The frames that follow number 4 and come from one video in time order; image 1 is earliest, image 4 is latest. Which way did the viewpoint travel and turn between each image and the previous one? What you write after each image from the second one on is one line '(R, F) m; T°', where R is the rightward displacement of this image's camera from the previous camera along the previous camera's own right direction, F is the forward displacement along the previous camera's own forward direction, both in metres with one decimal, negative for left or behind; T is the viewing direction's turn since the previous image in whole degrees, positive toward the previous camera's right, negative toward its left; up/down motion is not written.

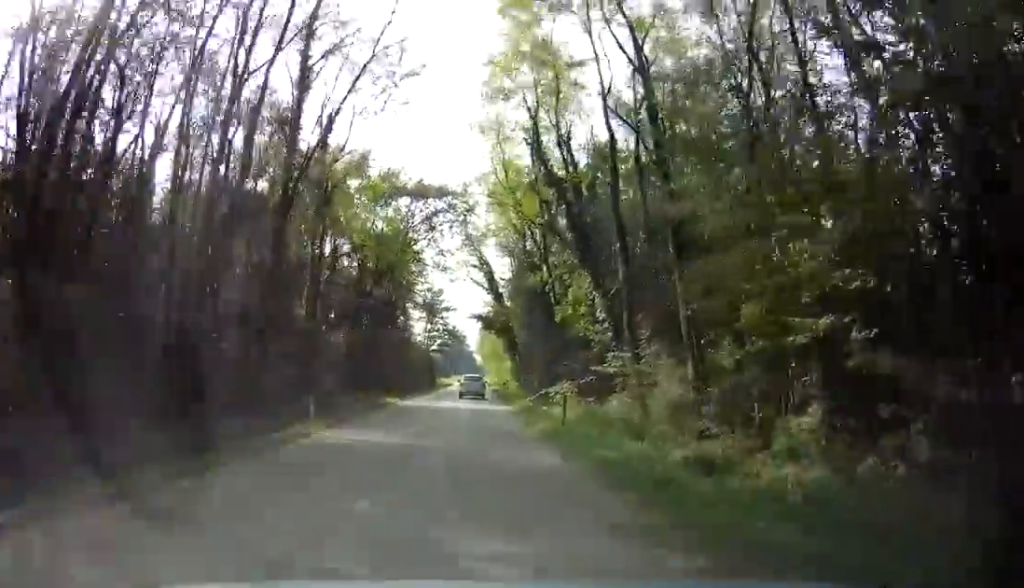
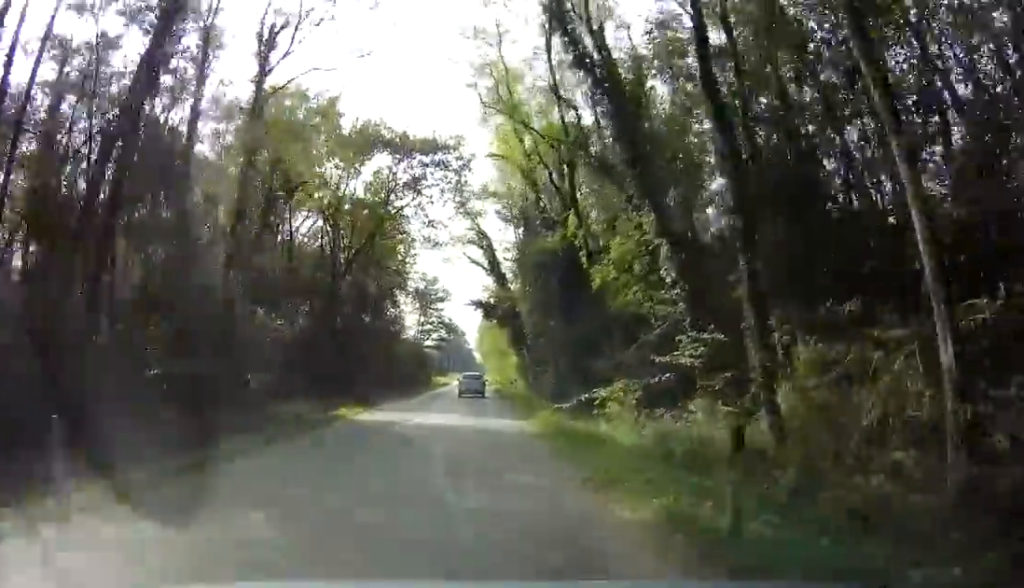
(+0.2, +11.0) m; 0°
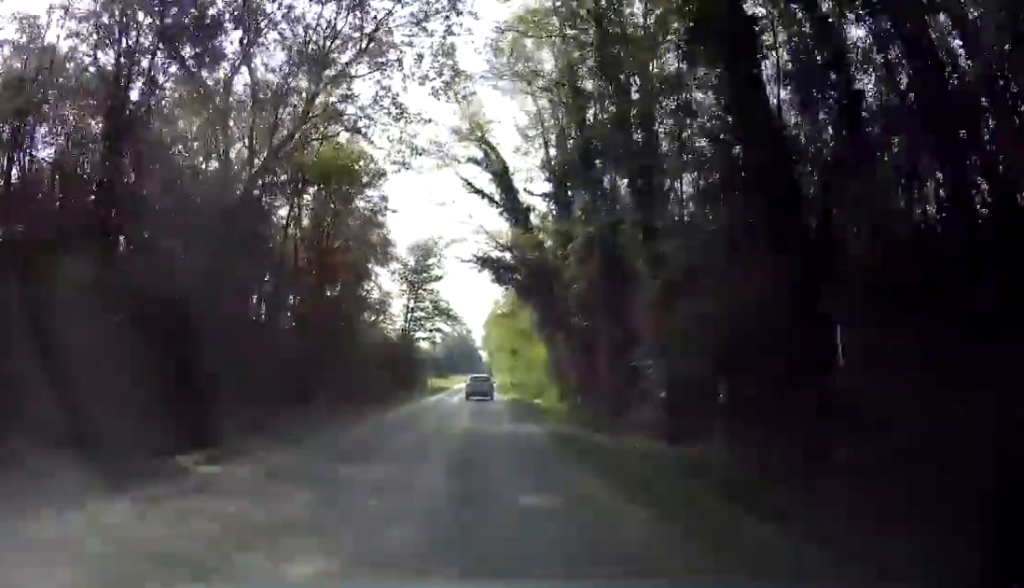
(-0.5, +22.6) m; -1°
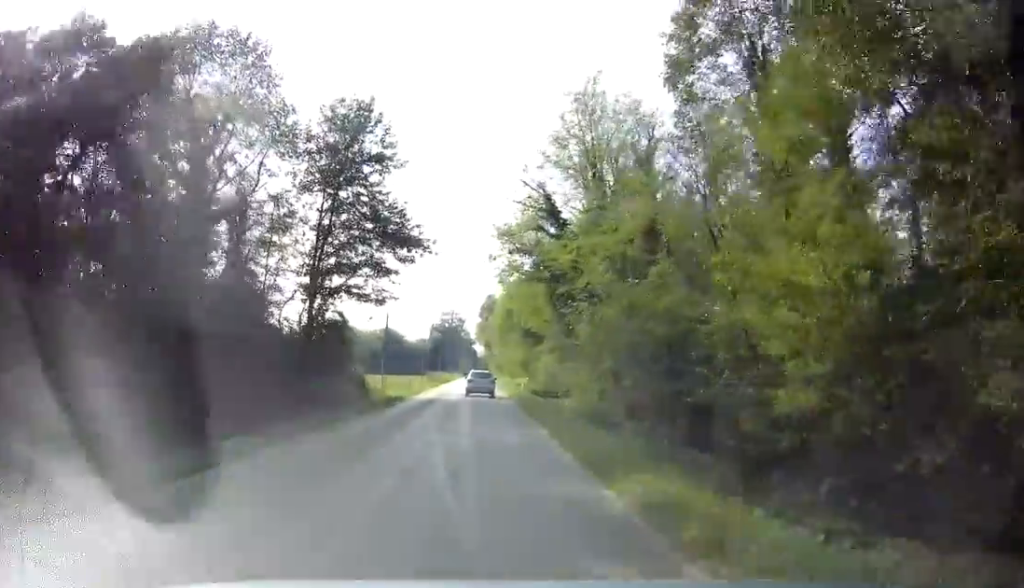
(+0.3, +38.4) m; +1°
